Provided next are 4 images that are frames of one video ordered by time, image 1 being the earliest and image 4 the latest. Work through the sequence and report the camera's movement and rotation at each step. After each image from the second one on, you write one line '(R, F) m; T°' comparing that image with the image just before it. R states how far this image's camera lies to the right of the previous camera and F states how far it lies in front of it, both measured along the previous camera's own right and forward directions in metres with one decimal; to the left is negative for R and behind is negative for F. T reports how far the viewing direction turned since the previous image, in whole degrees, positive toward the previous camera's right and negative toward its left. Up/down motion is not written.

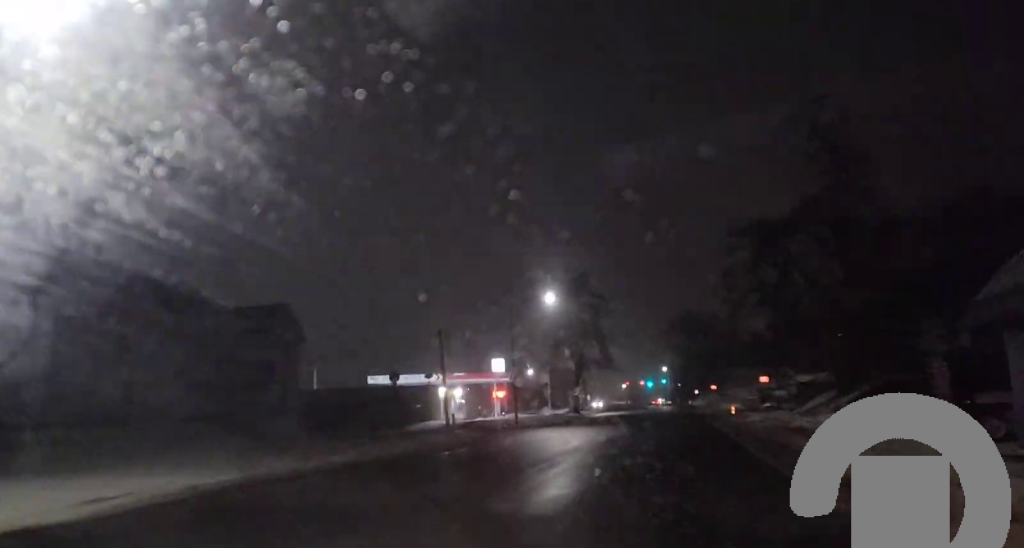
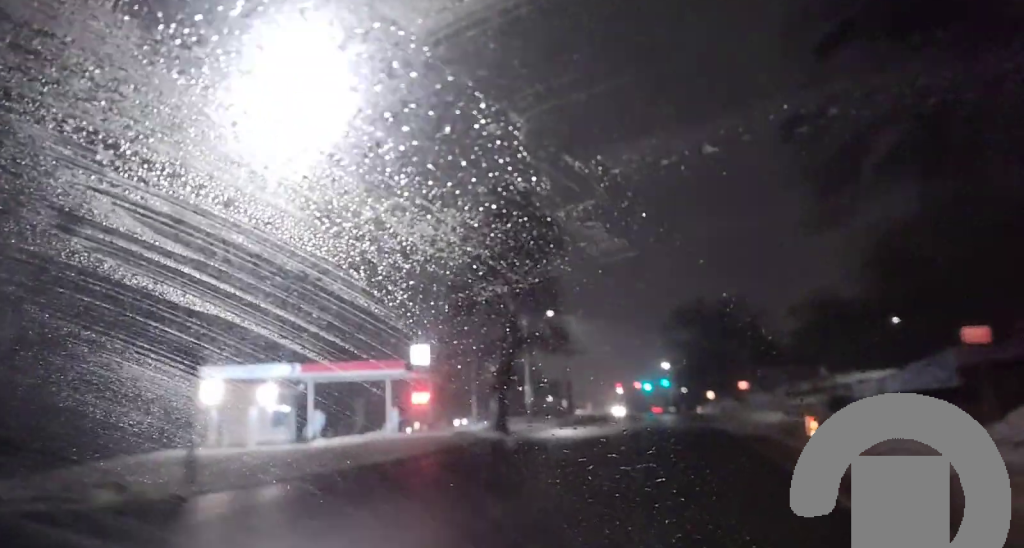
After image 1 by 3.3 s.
(-0.5, +43.7) m; -1°
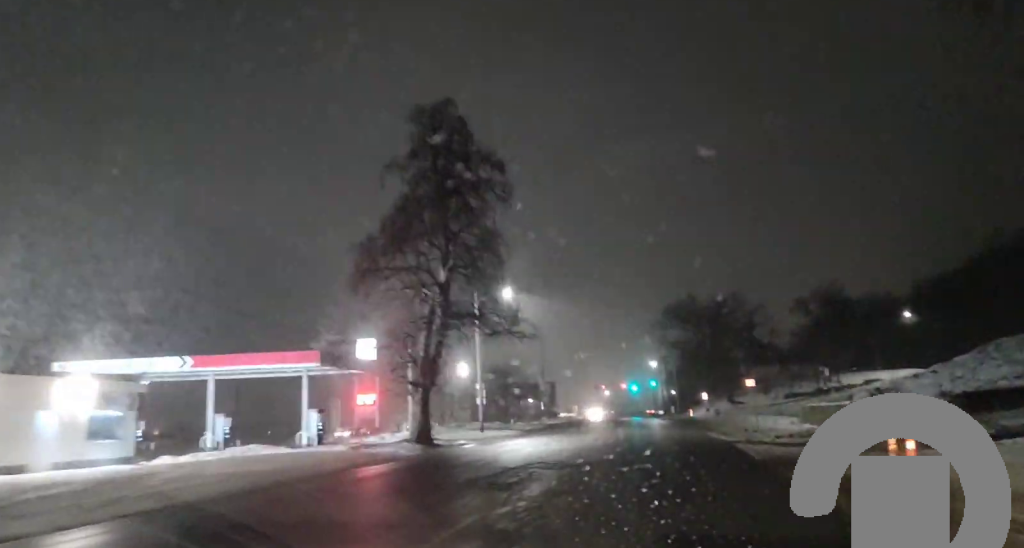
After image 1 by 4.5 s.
(-0.2, +15.9) m; 0°
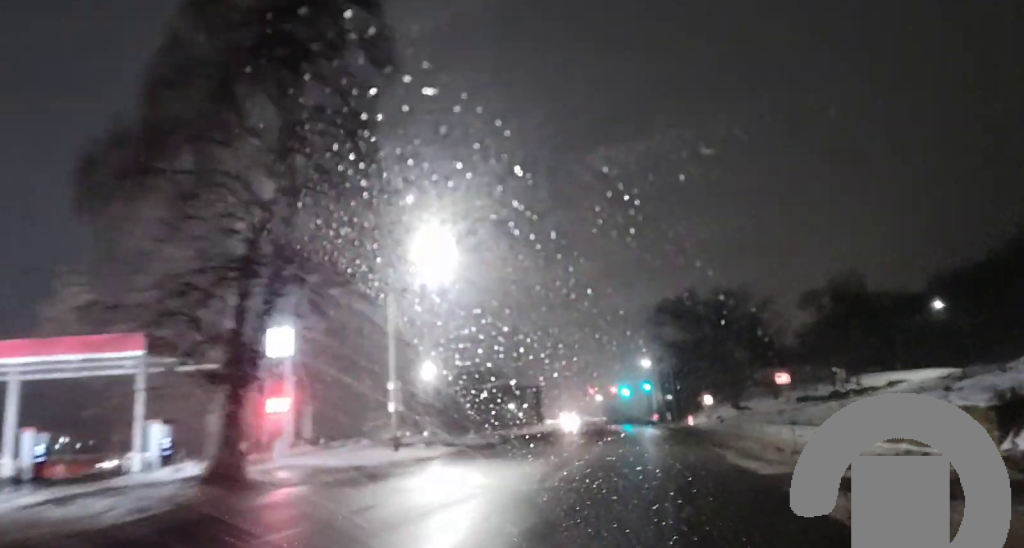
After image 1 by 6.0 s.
(+0.2, +17.4) m; +1°
